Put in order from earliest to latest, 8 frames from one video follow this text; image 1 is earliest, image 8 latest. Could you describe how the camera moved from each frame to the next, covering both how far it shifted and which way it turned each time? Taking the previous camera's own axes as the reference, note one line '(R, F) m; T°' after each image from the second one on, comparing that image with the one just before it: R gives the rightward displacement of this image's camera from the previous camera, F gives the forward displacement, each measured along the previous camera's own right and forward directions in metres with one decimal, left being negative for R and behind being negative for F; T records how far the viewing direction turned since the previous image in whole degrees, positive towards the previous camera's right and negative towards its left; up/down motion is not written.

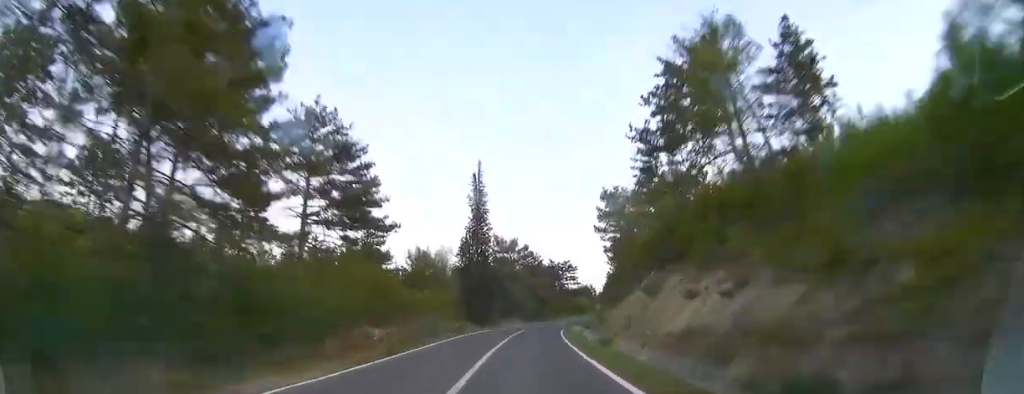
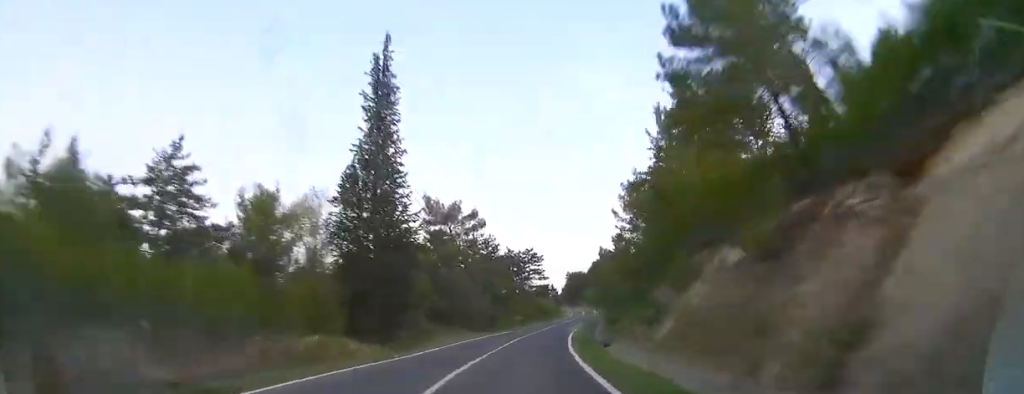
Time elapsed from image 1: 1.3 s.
(+0.2, +30.9) m; +3°
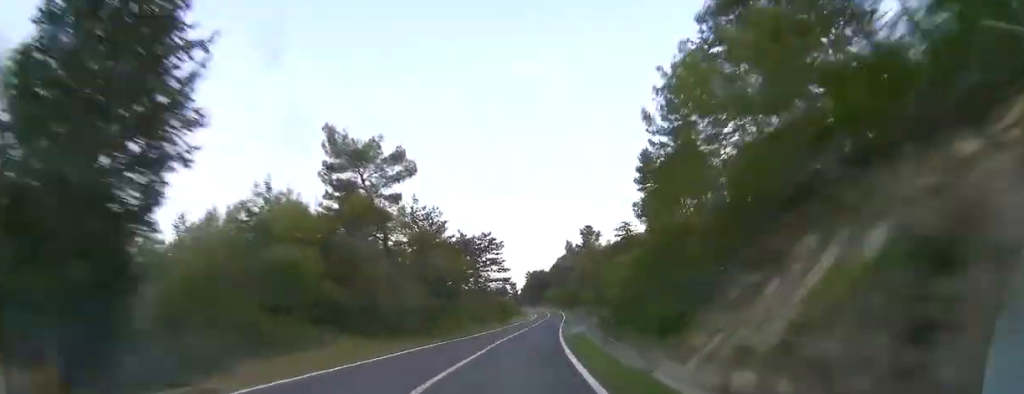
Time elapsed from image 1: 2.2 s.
(+0.8, +20.2) m; +2°
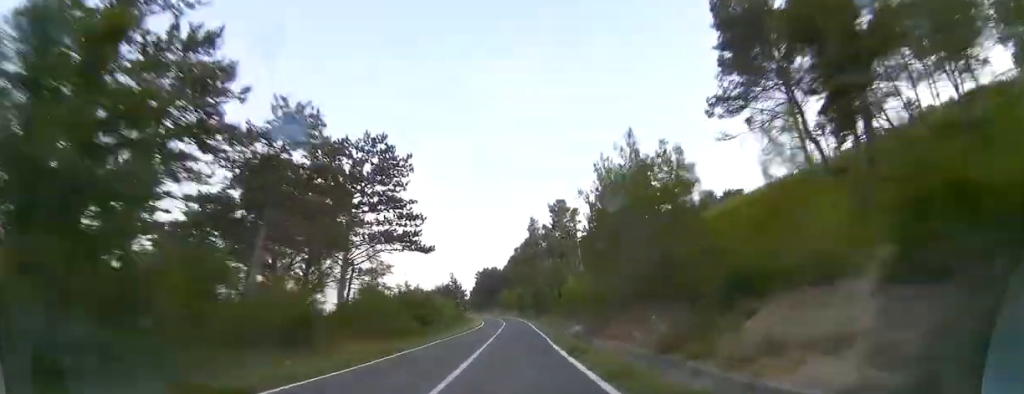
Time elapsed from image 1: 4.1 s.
(+2.4, +45.2) m; +5°
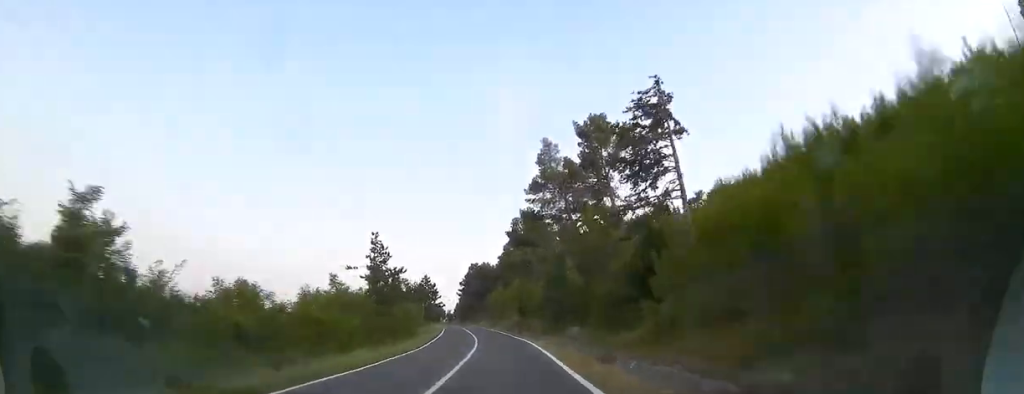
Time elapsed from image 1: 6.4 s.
(+1.5, +53.6) m; 0°
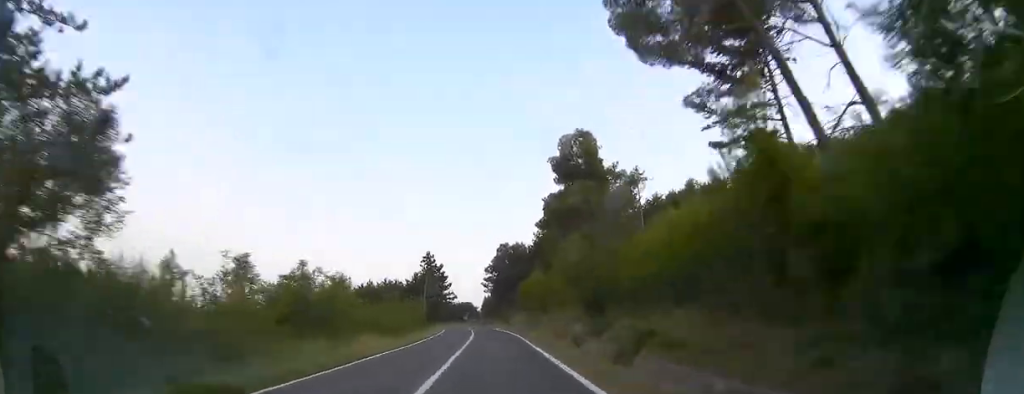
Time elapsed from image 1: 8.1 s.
(-0.4, +39.4) m; -3°
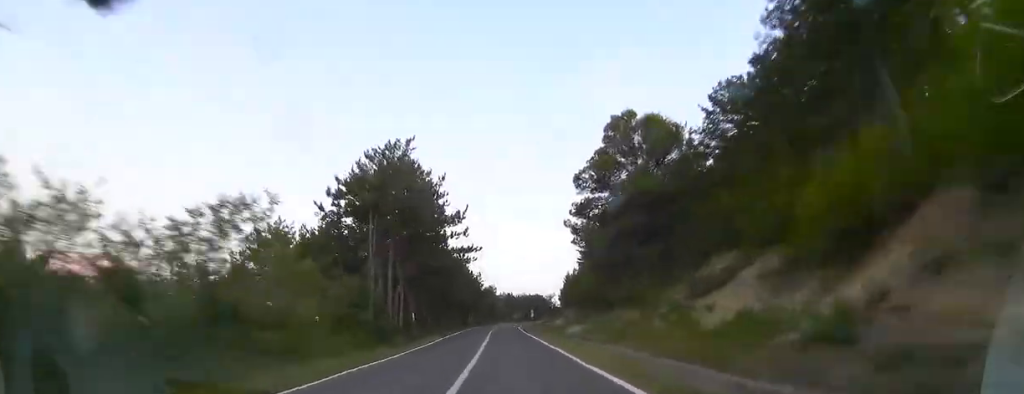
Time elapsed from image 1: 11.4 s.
(-5.0, +78.5) m; -7°
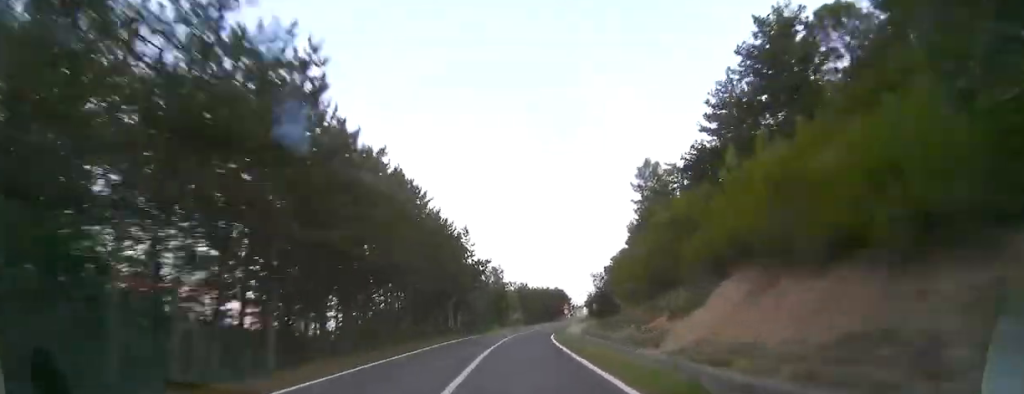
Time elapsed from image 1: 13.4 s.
(-1.6, +46.8) m; 0°
